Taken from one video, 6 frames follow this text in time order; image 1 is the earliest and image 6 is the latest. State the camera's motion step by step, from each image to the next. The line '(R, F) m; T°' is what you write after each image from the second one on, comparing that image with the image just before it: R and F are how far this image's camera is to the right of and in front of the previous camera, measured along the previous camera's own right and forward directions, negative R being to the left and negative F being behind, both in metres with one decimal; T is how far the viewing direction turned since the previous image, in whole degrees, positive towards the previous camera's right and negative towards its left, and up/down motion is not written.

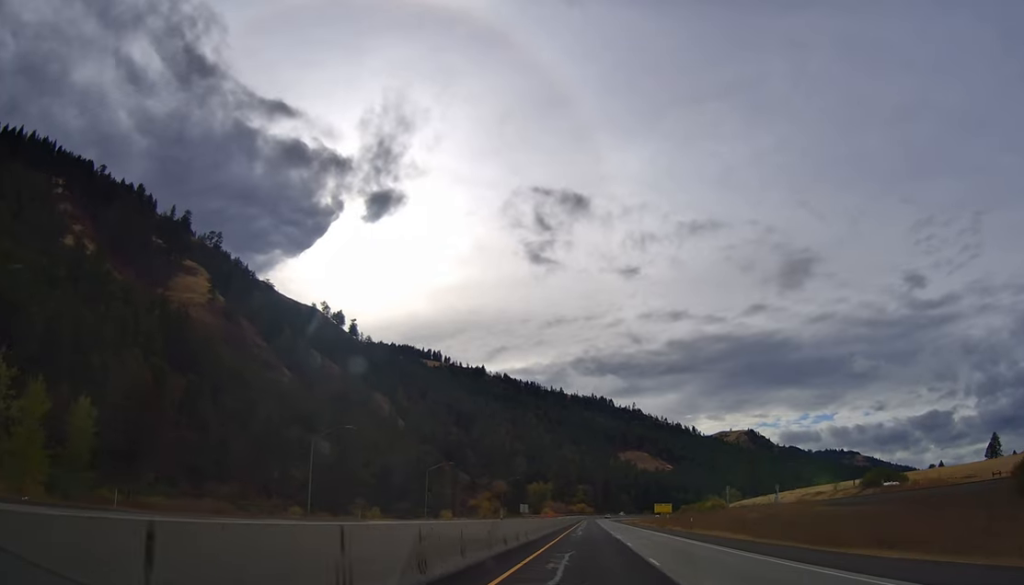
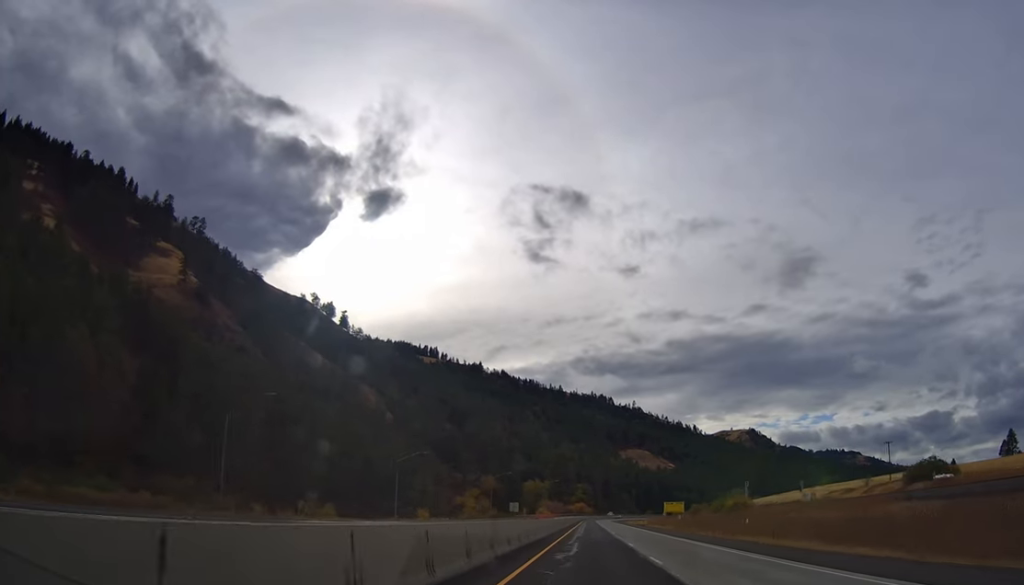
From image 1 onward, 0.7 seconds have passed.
(-0.1, +23.2) m; -1°
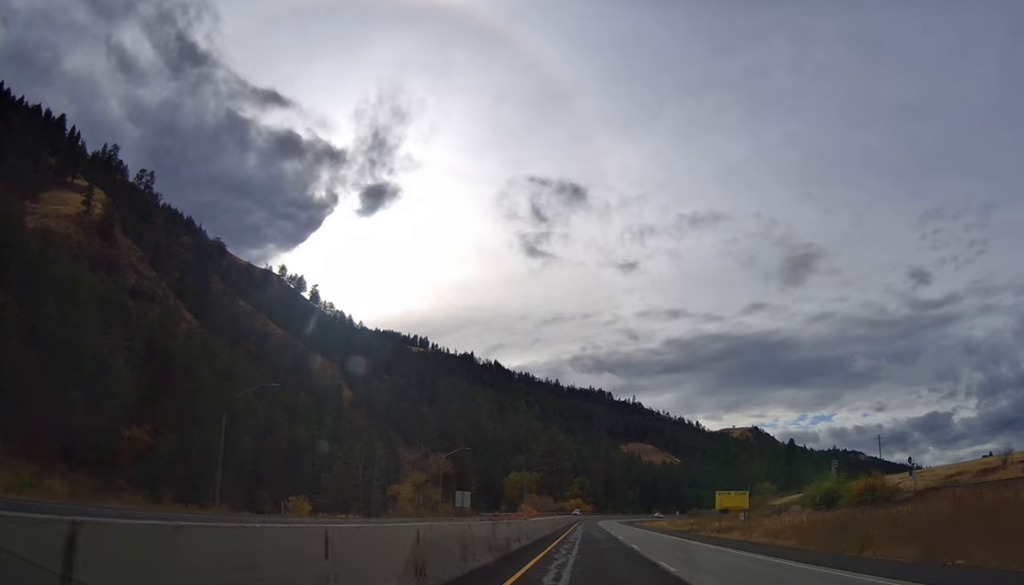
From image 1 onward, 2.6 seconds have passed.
(-0.3, +62.9) m; 0°
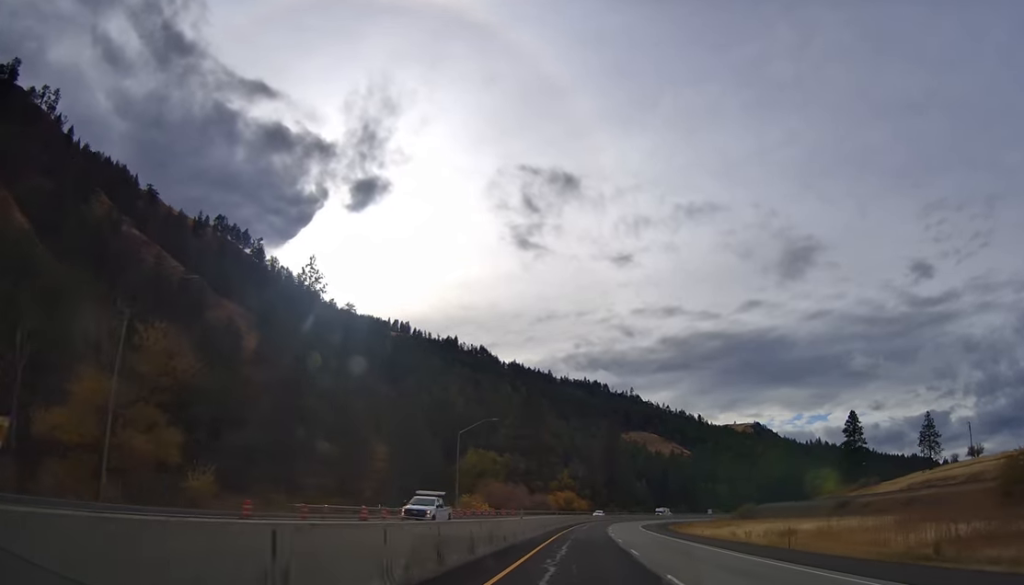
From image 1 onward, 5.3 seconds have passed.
(+1.4, +88.7) m; +1°
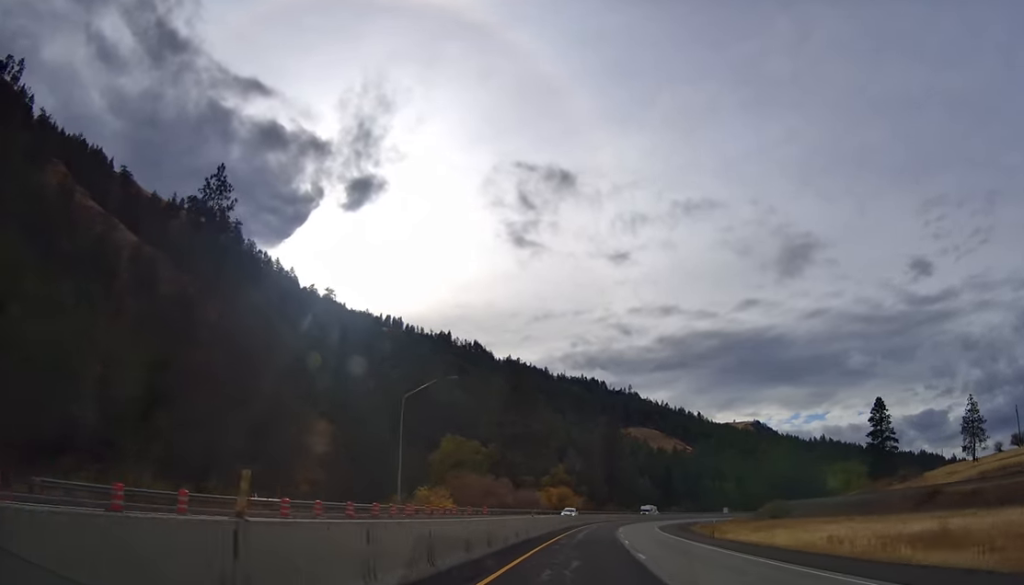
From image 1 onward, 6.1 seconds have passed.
(-0.2, +27.3) m; 0°
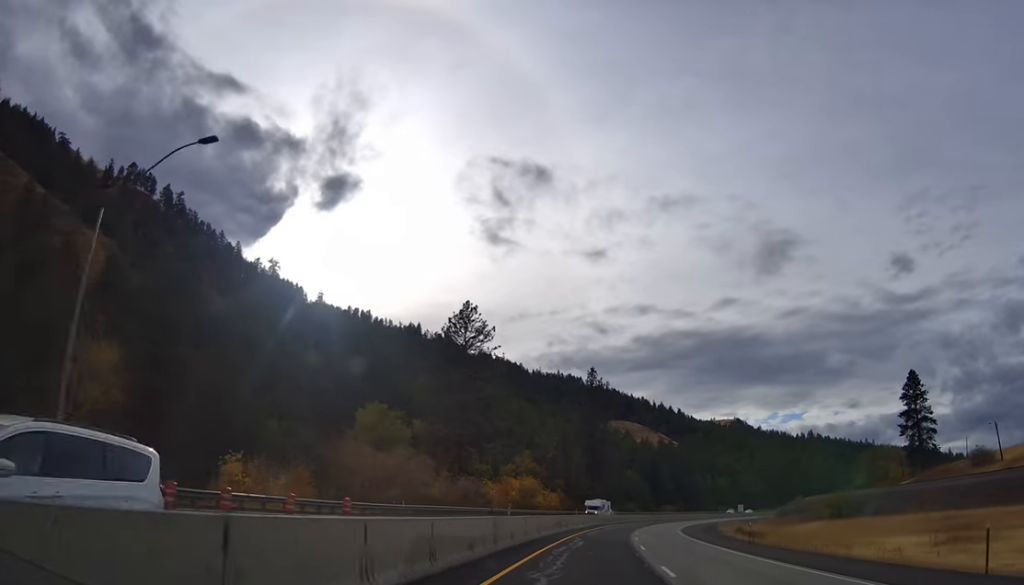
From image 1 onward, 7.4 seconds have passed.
(-0.1, +42.5) m; 0°
